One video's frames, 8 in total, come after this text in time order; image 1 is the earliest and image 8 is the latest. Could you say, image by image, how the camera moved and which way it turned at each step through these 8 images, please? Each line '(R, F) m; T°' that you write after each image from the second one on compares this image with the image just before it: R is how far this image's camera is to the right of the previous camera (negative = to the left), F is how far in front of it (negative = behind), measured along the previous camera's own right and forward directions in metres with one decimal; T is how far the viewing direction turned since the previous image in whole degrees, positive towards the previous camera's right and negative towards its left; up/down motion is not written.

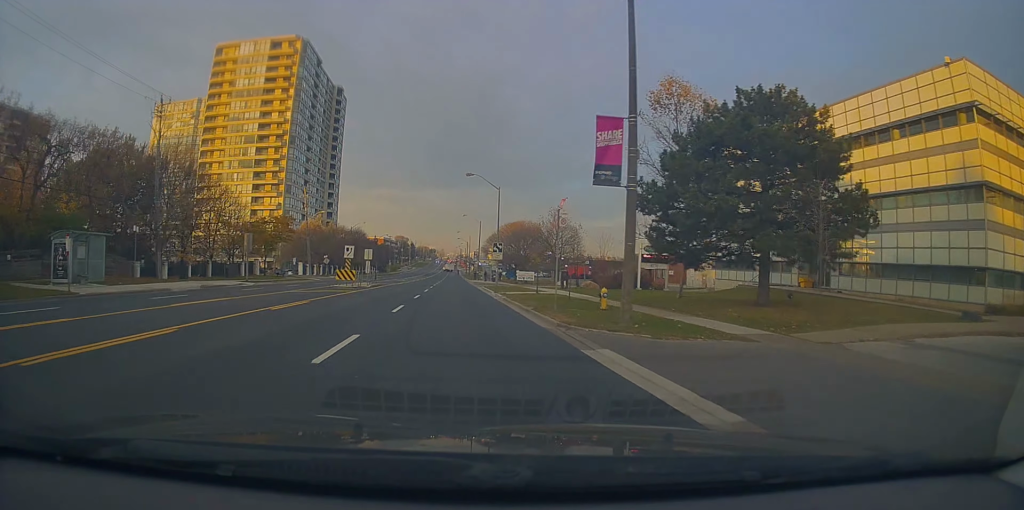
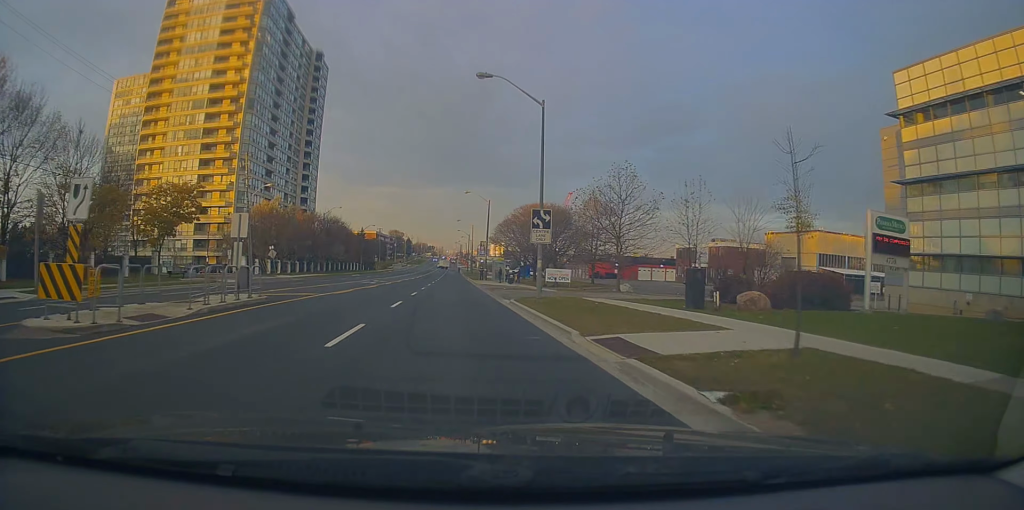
(0.0, +29.5) m; +1°
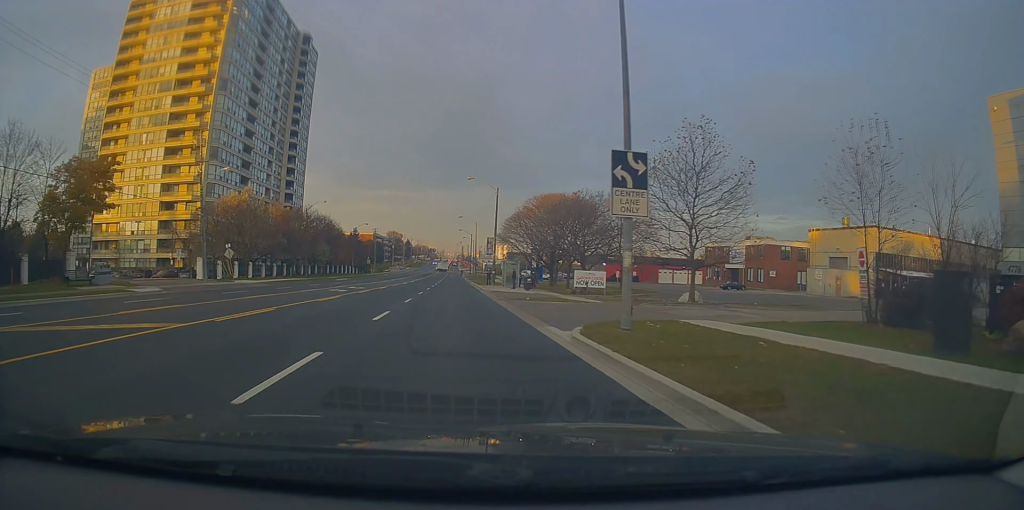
(+0.1, +14.7) m; 0°
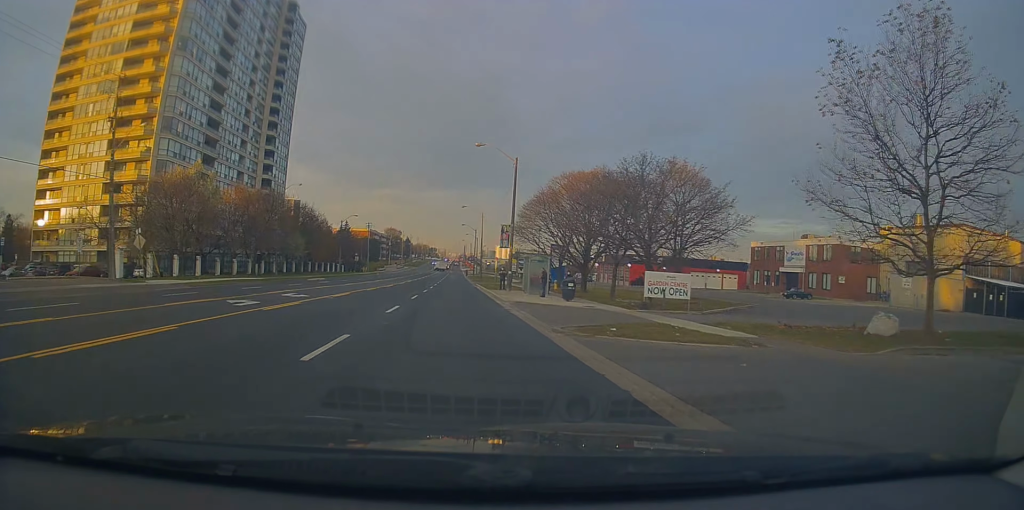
(0.0, +16.5) m; 0°
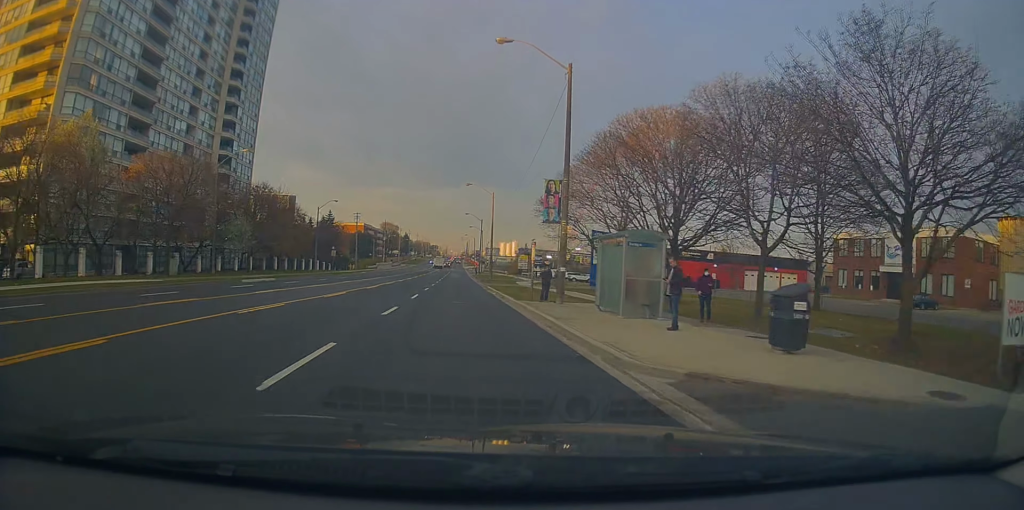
(-0.1, +20.9) m; -1°
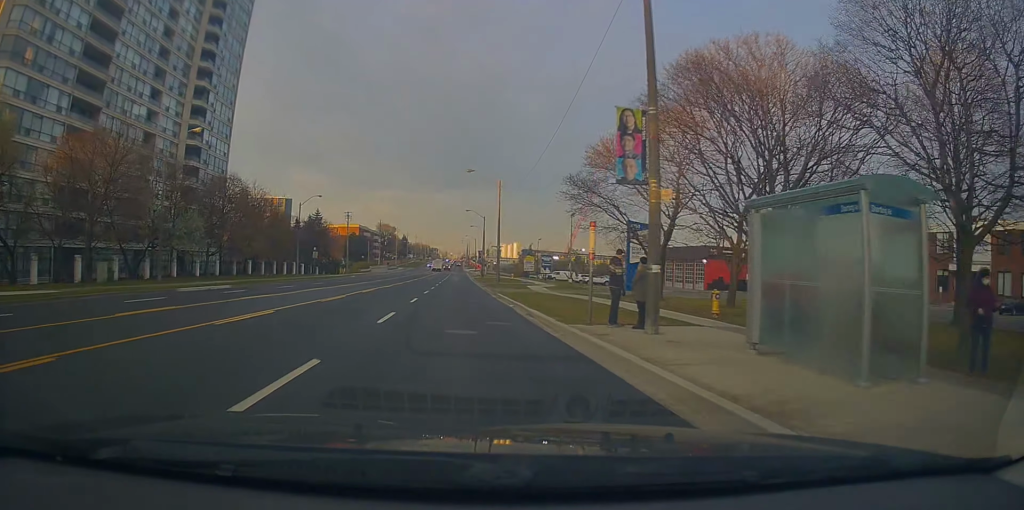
(0.0, +9.3) m; 0°
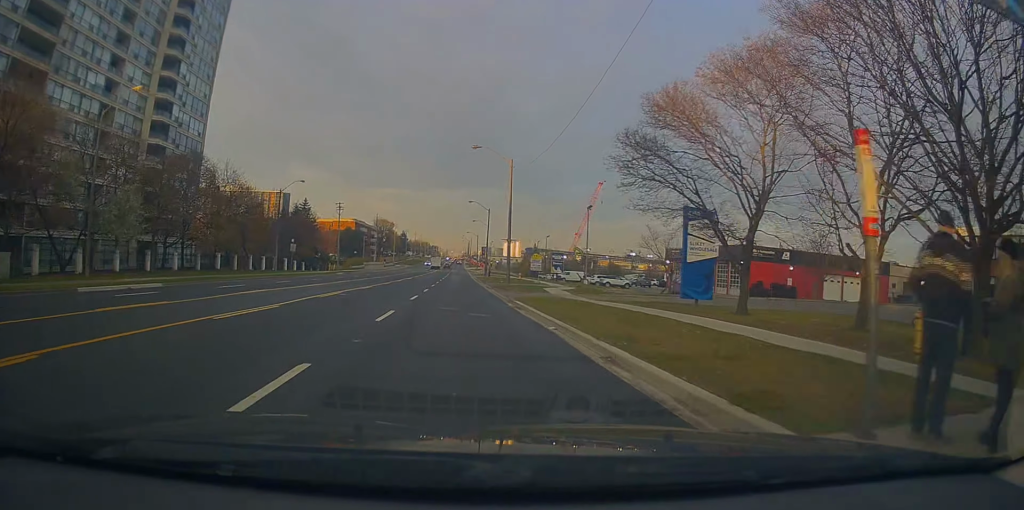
(0.0, +8.7) m; 0°
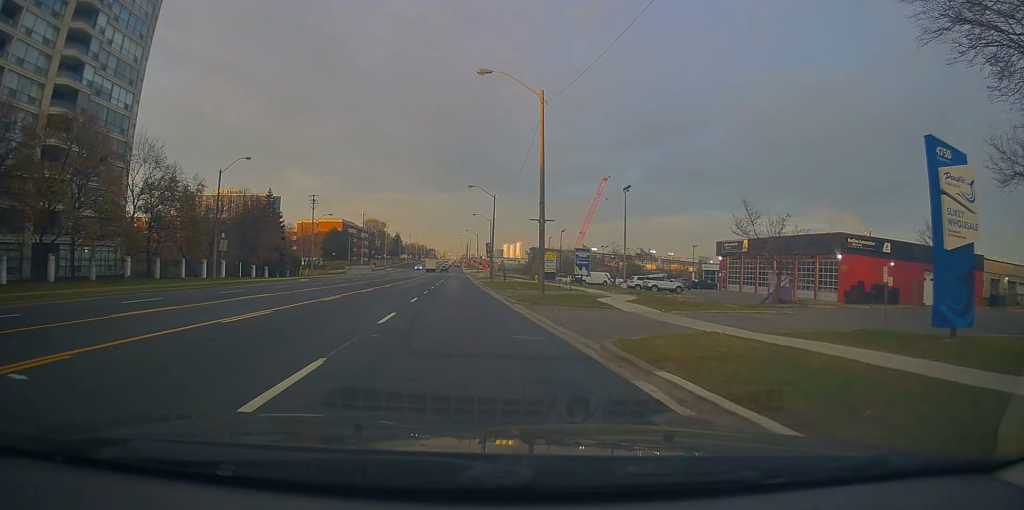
(-0.1, +15.9) m; 0°
